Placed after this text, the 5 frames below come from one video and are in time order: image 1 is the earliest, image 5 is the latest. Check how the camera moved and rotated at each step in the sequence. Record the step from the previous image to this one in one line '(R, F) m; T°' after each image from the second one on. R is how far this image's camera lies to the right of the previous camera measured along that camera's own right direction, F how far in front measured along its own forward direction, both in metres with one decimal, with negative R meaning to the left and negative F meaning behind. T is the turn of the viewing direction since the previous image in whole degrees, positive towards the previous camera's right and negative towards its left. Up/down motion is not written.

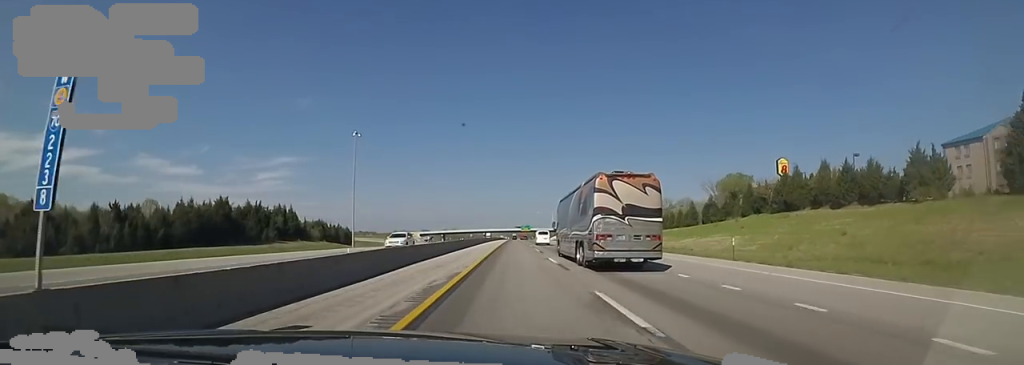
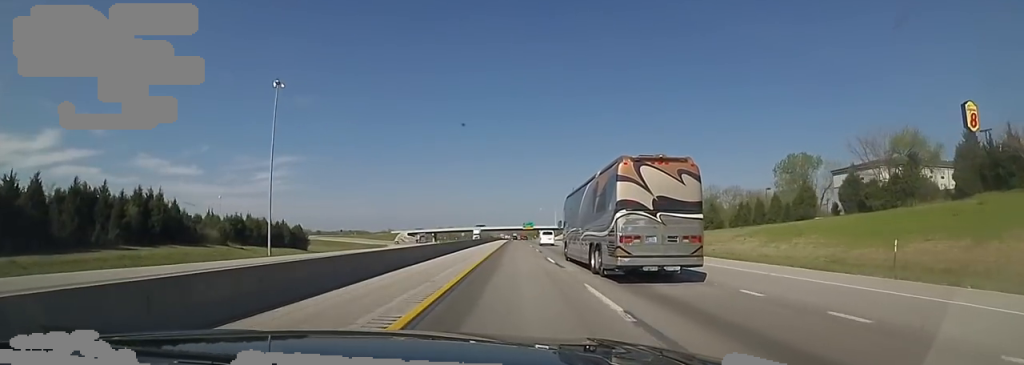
(-1.1, +42.1) m; -2°
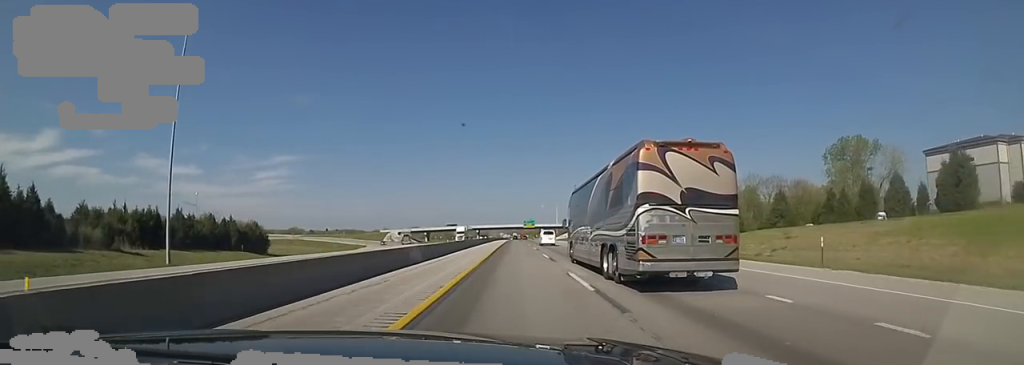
(-0.6, +25.6) m; +1°
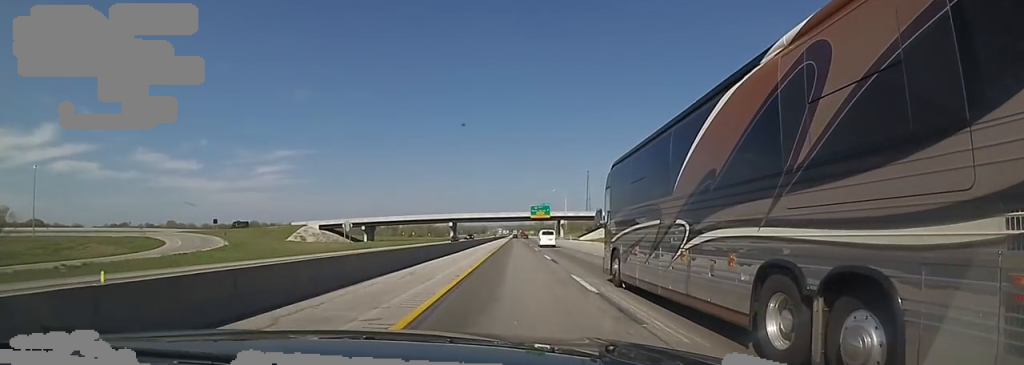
(+1.3, +125.4) m; +1°
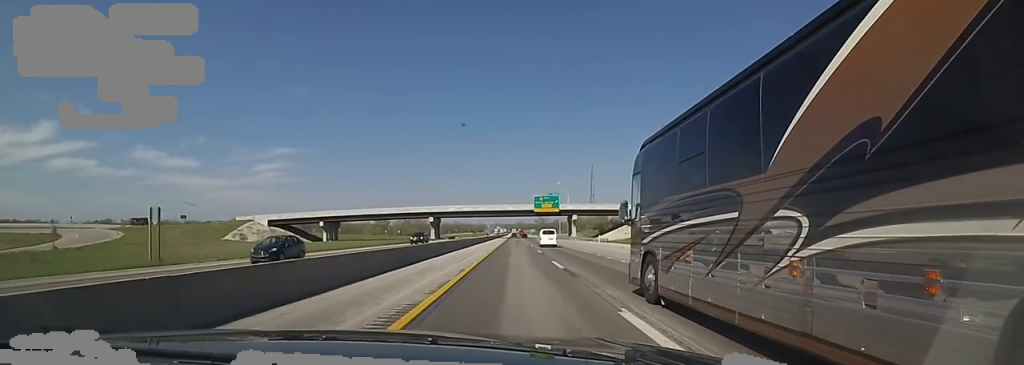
(-0.5, +38.6) m; -1°
